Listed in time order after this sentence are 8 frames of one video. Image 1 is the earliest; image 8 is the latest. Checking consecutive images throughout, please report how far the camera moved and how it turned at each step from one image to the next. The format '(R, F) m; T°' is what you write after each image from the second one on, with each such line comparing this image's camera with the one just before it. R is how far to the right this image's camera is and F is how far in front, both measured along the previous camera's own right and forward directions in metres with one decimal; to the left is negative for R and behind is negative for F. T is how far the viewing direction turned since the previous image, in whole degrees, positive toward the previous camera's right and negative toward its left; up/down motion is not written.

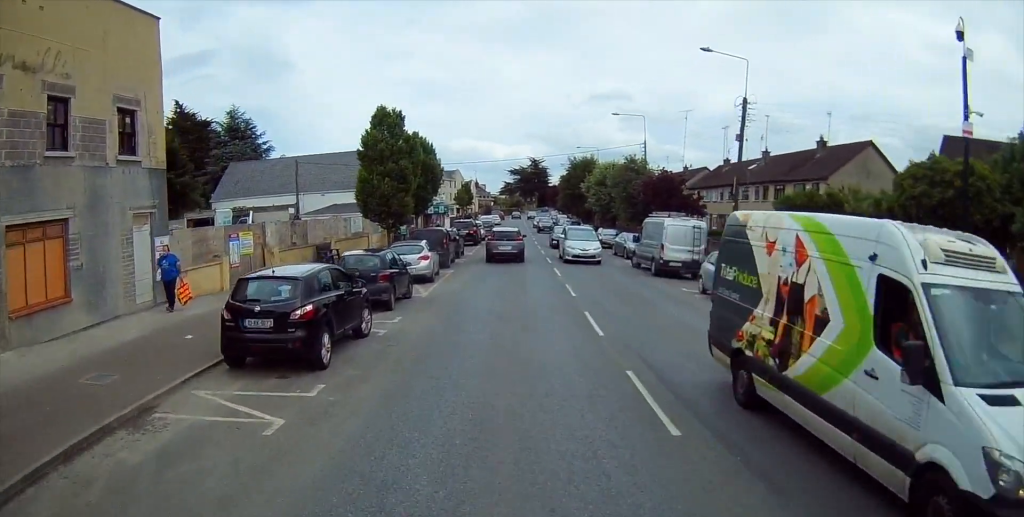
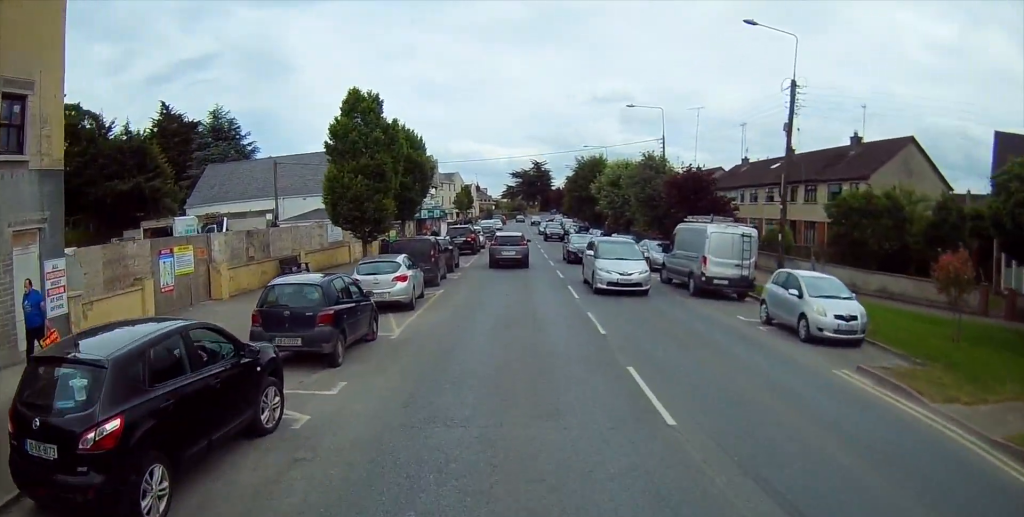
(-0.1, +5.8) m; -2°
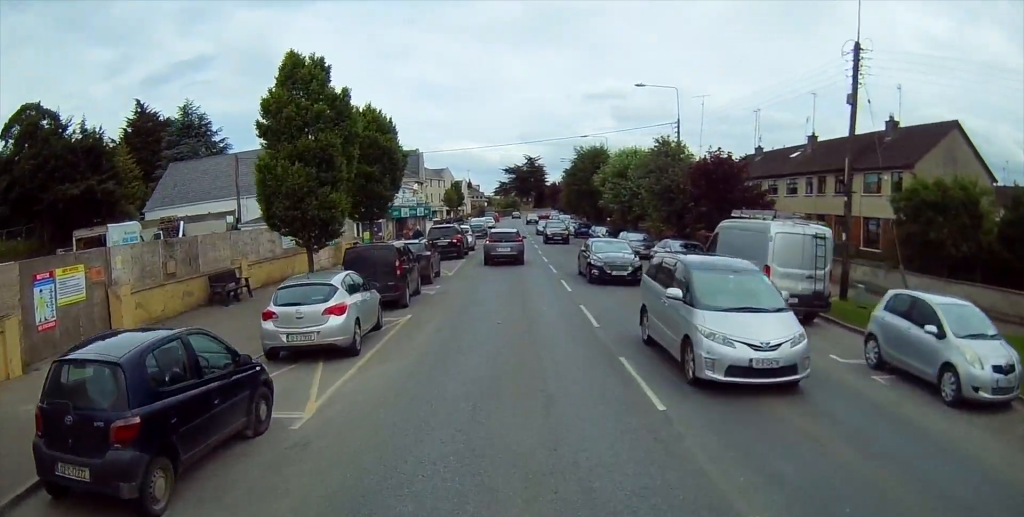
(-0.1, +6.3) m; -1°
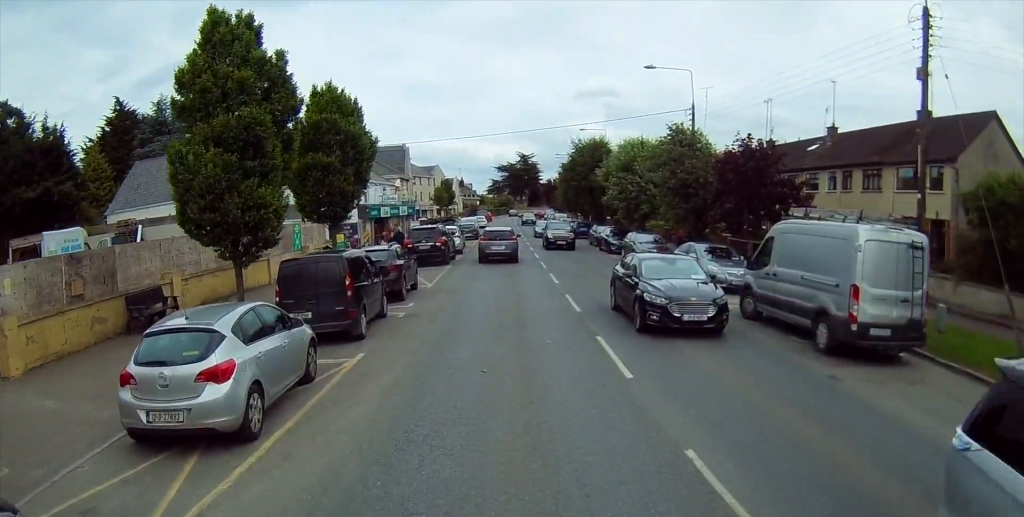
(-0.2, +4.9) m; +1°
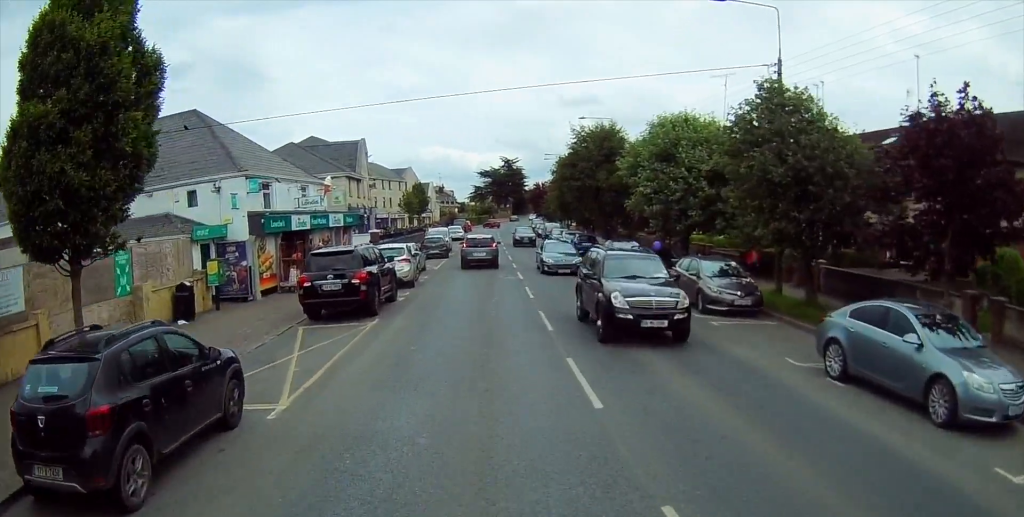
(+0.4, +13.8) m; +3°
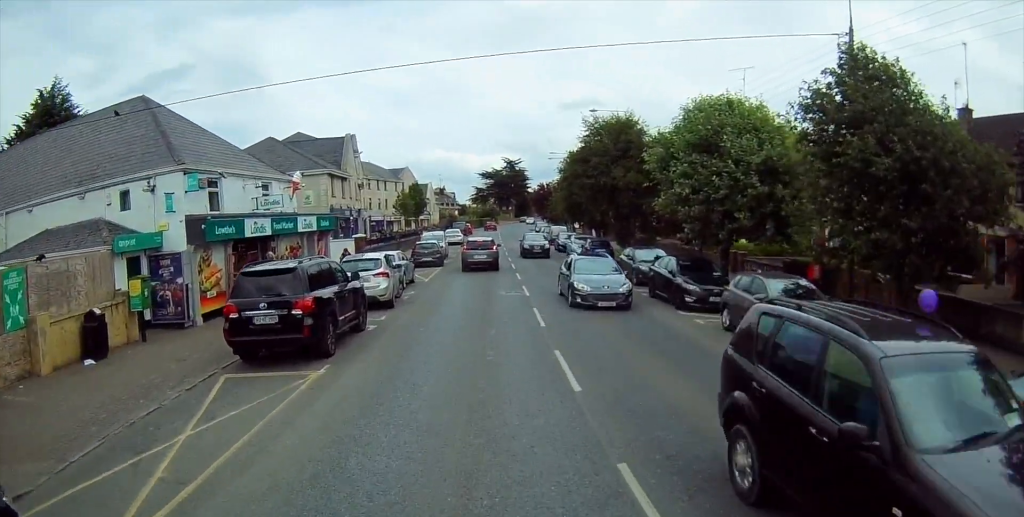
(+0.3, +4.9) m; 0°
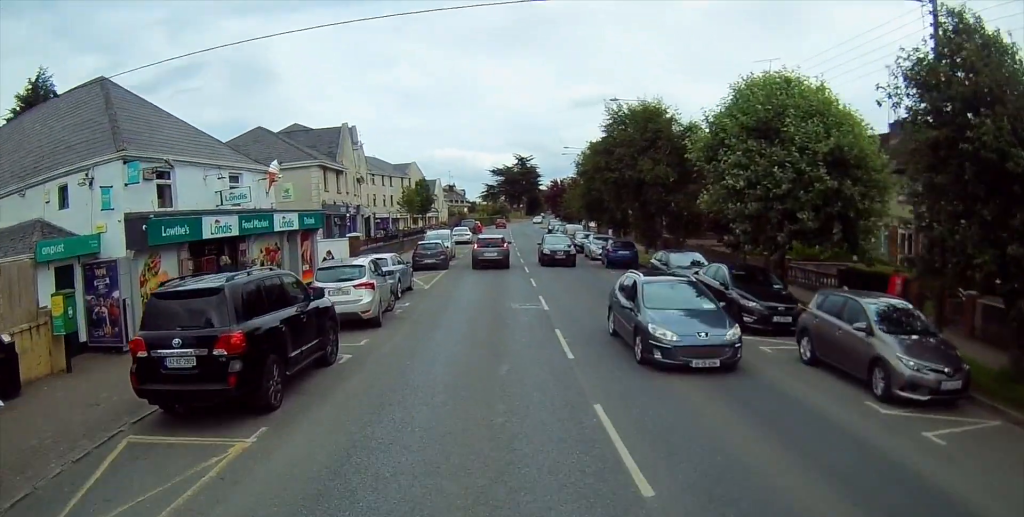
(-0.1, +3.9) m; -3°
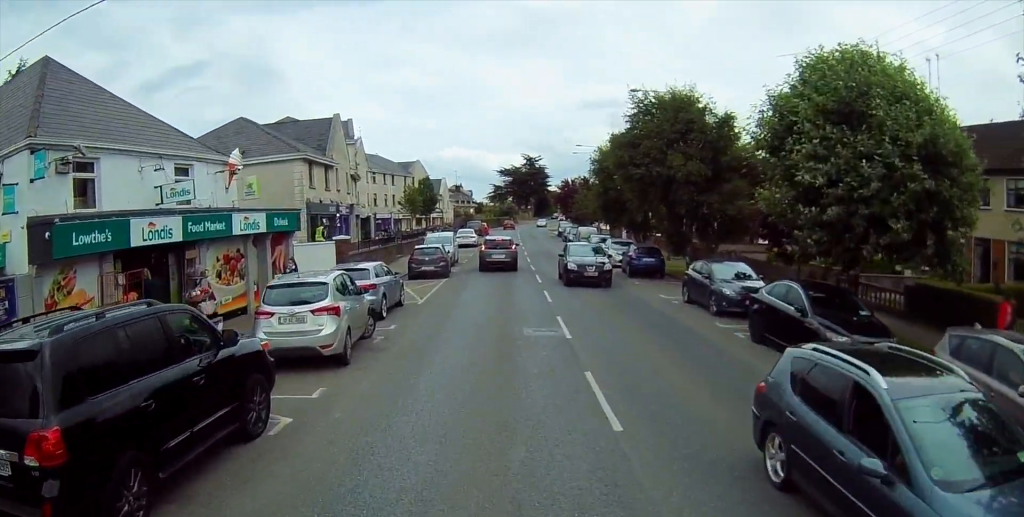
(-0.1, +4.0) m; -3°
